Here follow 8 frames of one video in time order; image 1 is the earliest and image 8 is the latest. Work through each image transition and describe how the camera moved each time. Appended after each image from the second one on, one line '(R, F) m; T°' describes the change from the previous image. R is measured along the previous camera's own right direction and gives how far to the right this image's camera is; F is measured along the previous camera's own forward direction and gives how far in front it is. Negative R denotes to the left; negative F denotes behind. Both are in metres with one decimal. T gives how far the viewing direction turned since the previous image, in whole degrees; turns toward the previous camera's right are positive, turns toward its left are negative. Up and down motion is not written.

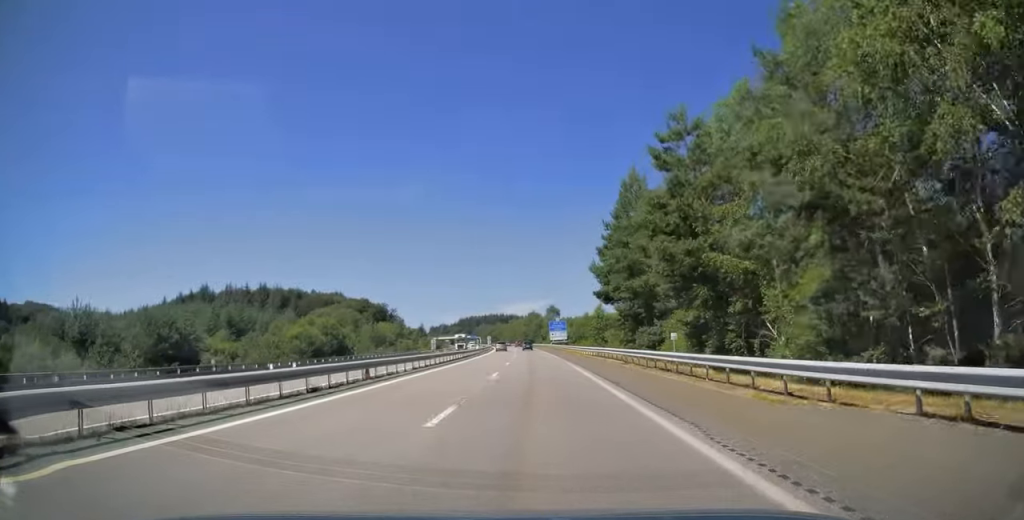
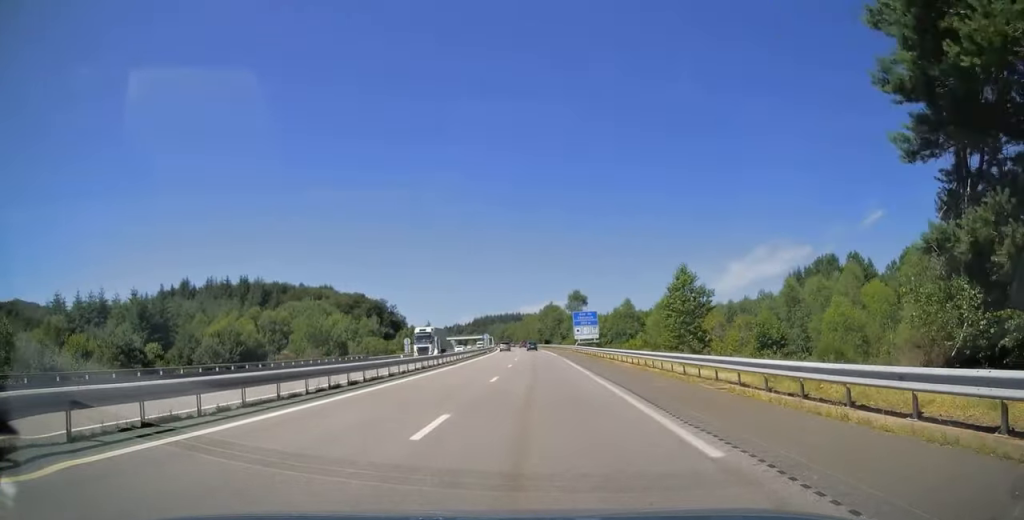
(-0.3, +39.4) m; -1°
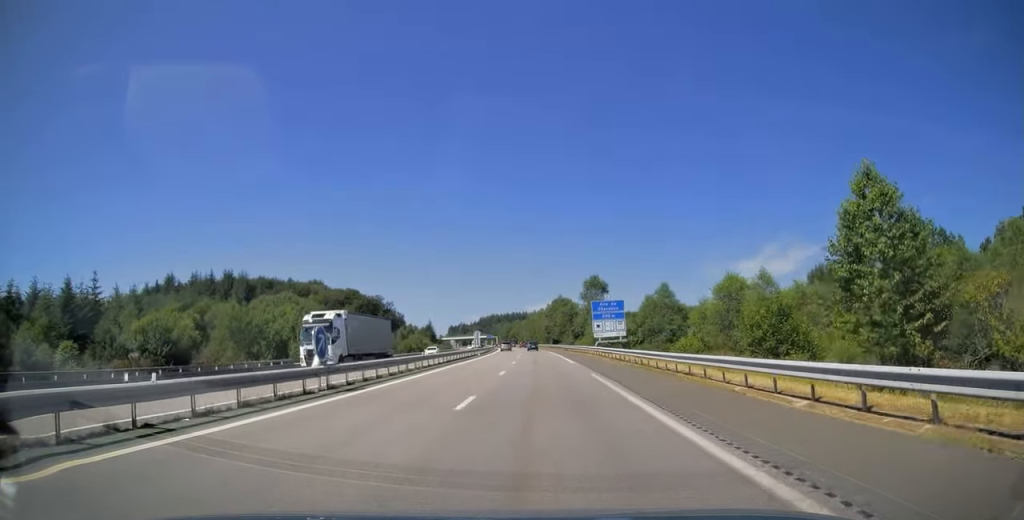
(-0.2, +21.9) m; -1°
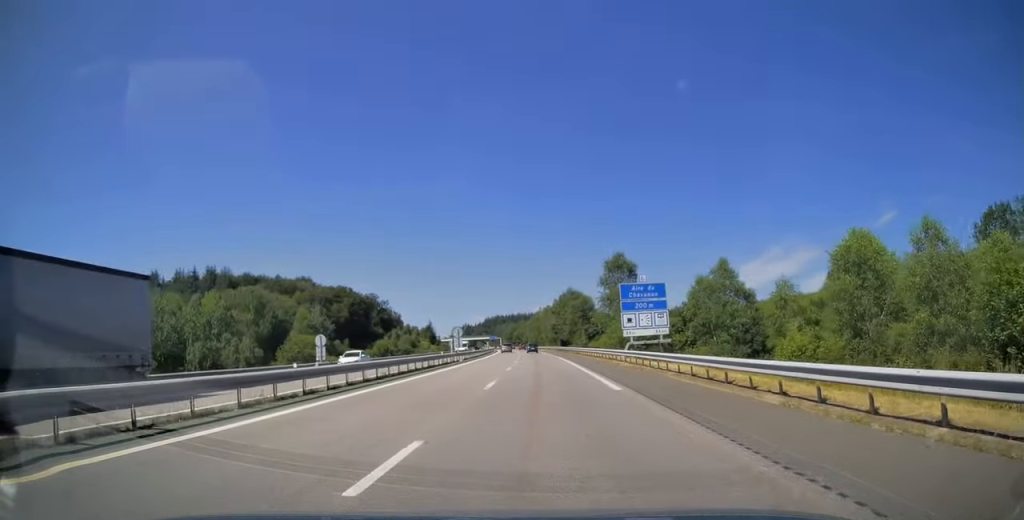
(0.0, +19.8) m; -1°
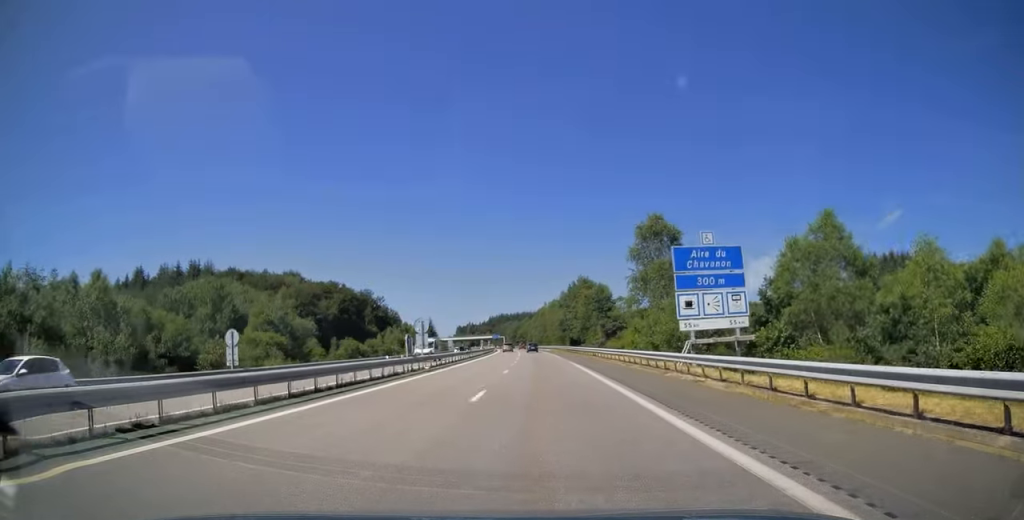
(-0.1, +17.0) m; -1°
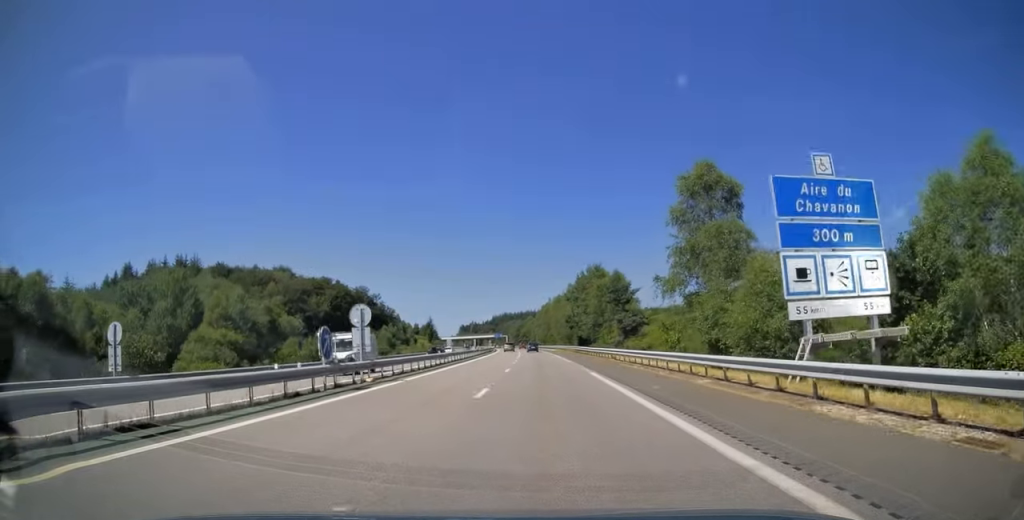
(-0.3, +12.2) m; -1°
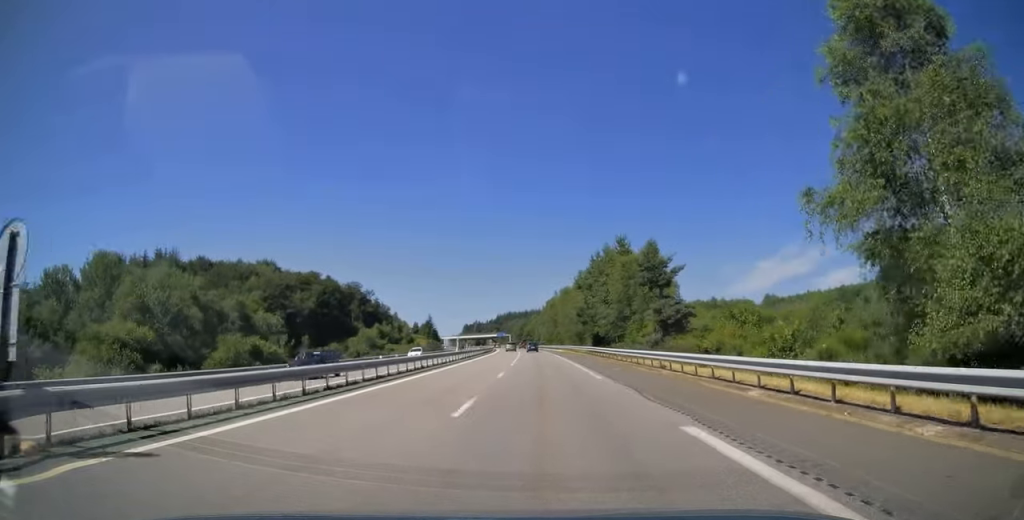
(-0.2, +16.7) m; -1°
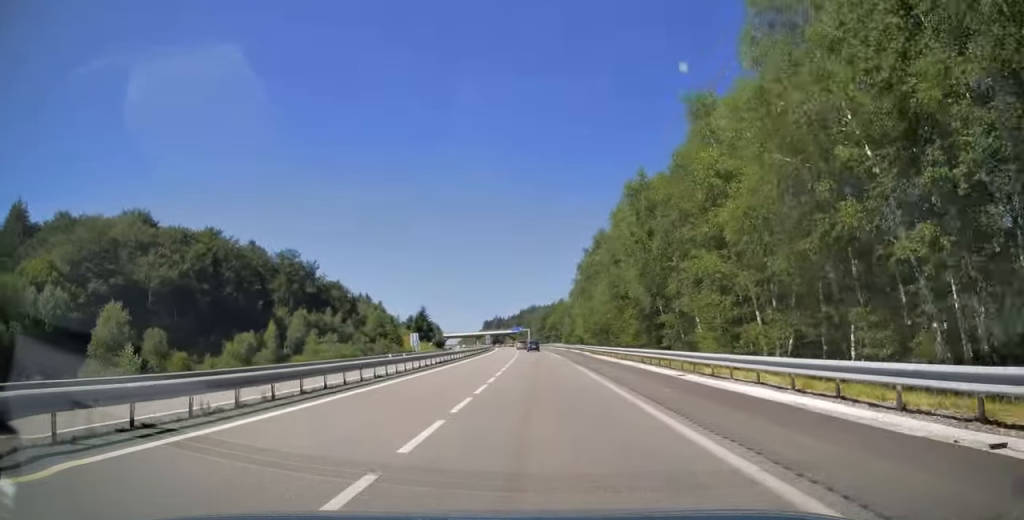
(-0.9, +81.5) m; -2°
